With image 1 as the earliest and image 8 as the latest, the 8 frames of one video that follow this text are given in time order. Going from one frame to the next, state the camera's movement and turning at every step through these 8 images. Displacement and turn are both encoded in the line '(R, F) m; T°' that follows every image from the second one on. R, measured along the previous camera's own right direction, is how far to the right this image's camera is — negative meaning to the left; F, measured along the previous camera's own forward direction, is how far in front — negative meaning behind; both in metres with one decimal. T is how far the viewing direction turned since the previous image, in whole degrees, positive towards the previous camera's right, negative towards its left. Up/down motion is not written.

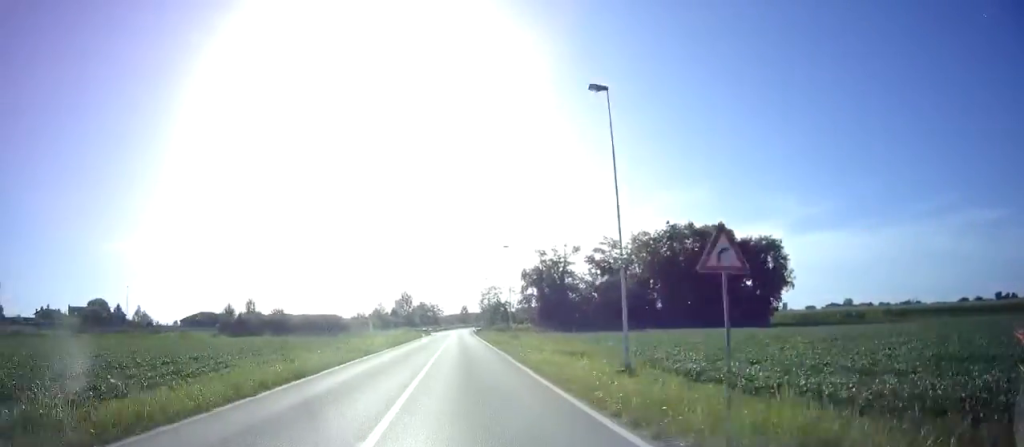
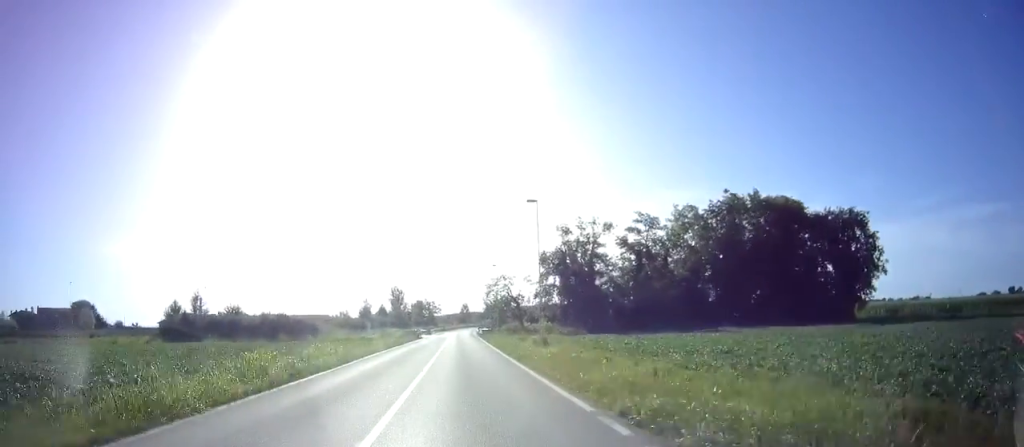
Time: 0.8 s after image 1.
(+0.2, +19.0) m; +1°
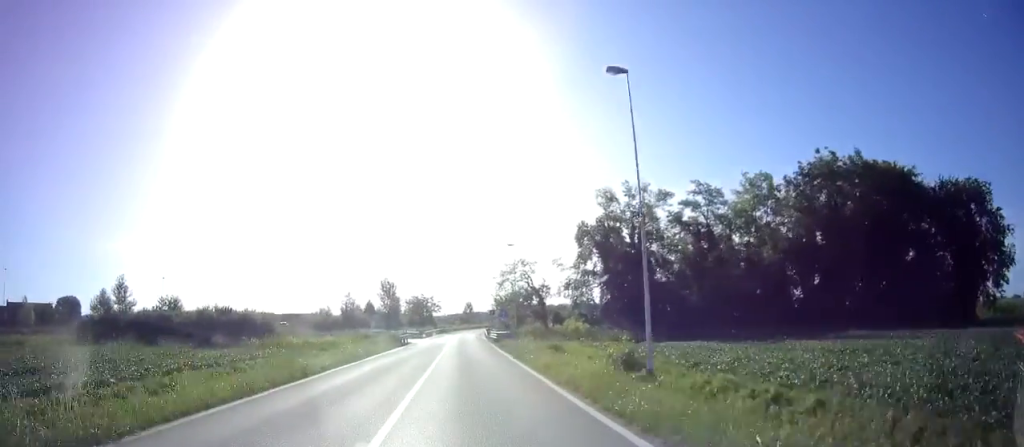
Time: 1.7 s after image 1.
(+0.1, +18.8) m; +1°
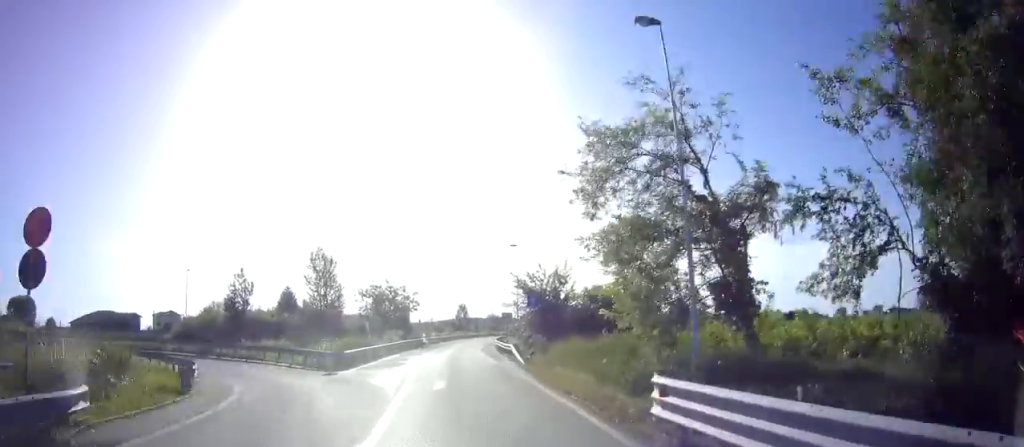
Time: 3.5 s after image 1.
(+0.1, +39.4) m; 0°
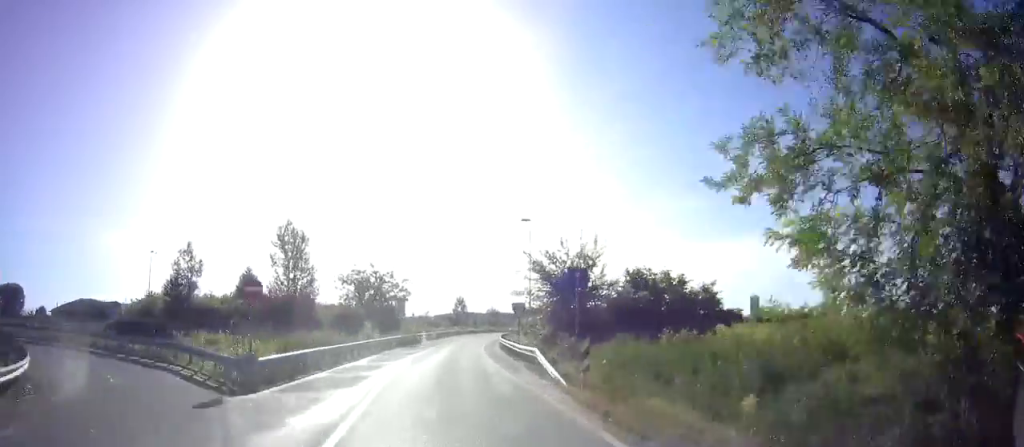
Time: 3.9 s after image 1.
(0.0, +9.2) m; 0°
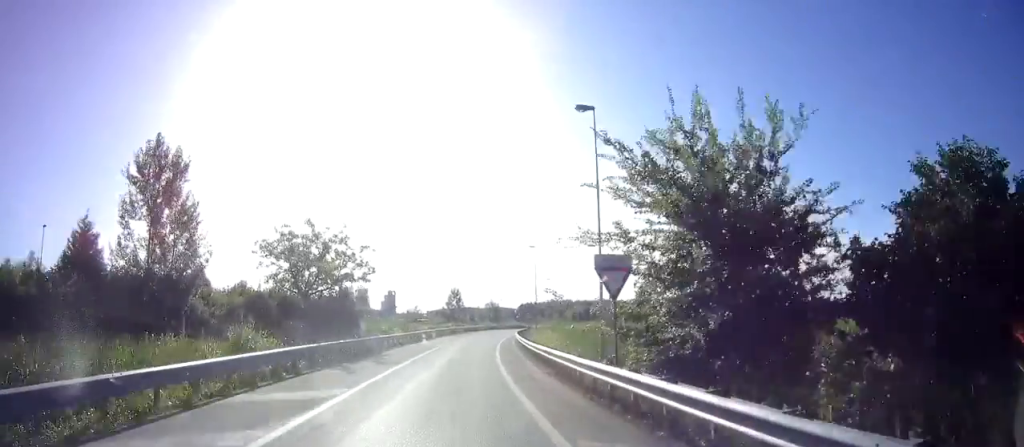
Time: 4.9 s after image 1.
(+0.1, +19.9) m; +1°
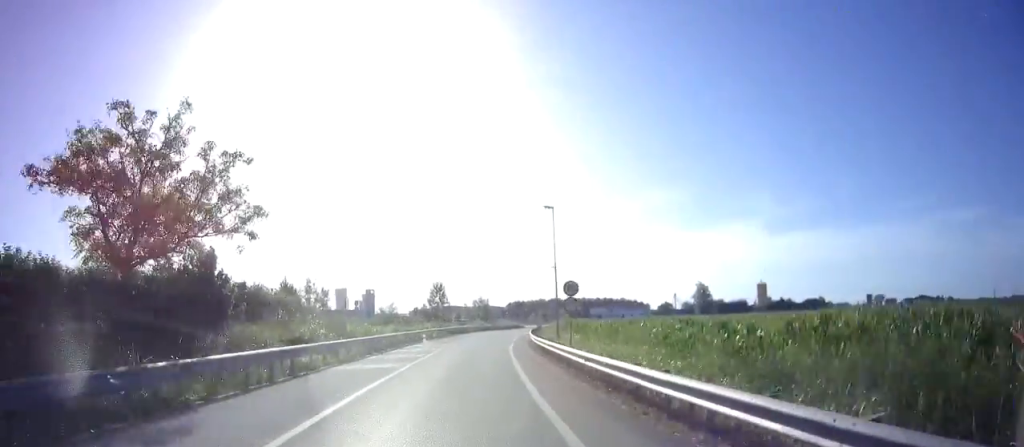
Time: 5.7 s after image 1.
(+0.3, +17.2) m; +1°
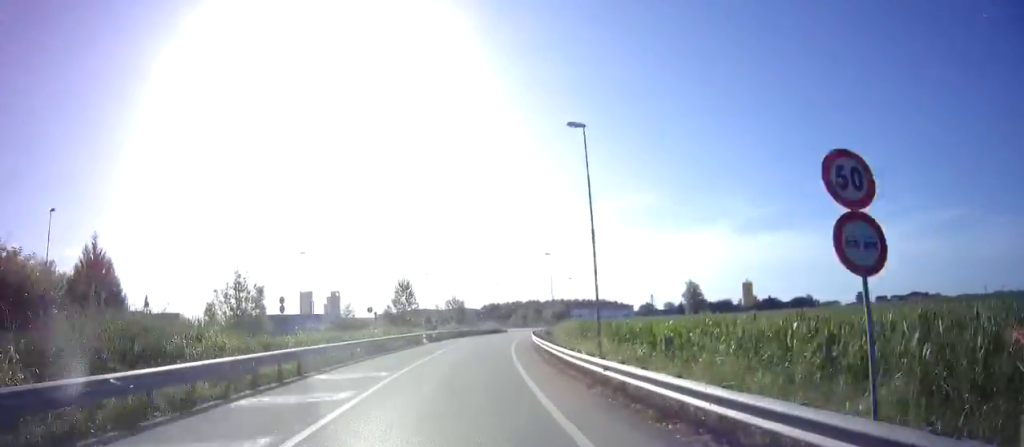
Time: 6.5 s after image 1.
(+0.2, +15.4) m; +2°
